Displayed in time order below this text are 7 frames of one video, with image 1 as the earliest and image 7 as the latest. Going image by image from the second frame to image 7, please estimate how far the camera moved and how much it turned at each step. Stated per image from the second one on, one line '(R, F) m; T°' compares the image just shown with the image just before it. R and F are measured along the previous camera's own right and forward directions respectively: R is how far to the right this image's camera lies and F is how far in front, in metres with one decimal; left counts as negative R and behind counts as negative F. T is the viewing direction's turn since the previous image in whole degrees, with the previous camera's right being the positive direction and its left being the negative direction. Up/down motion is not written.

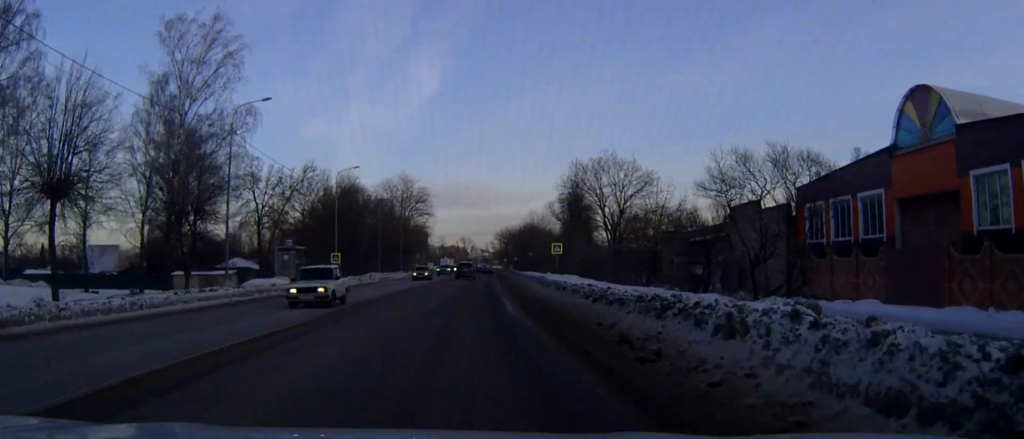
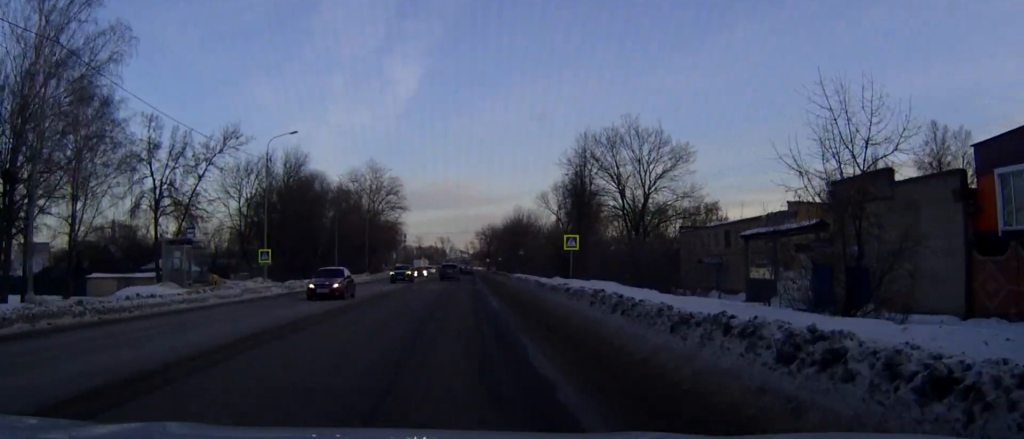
(+0.4, +19.4) m; +2°
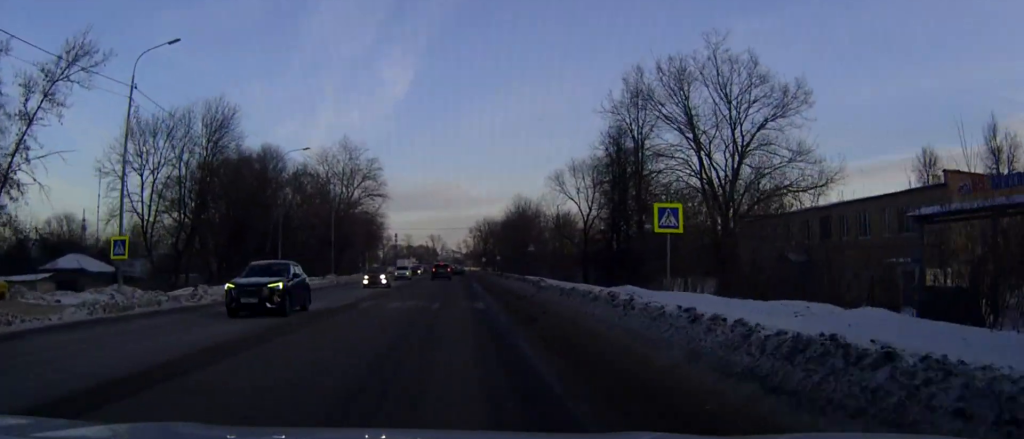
(+0.1, +22.5) m; 0°
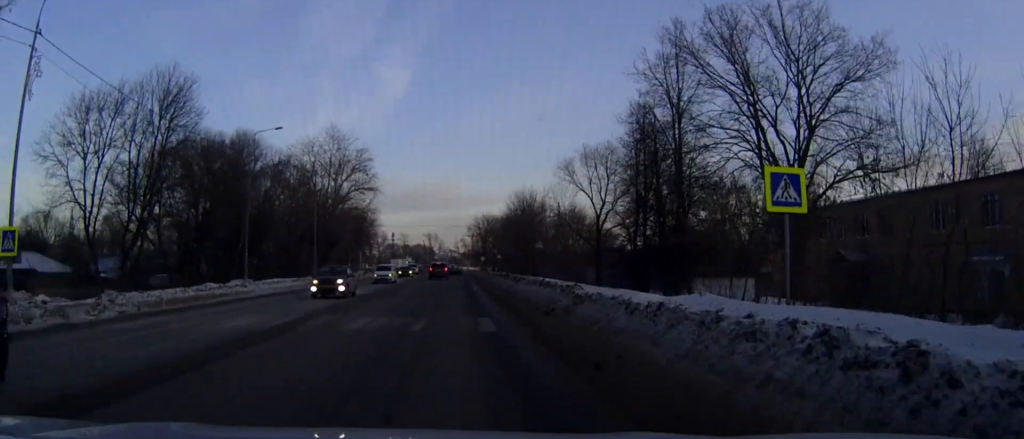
(0.0, +8.8) m; 0°
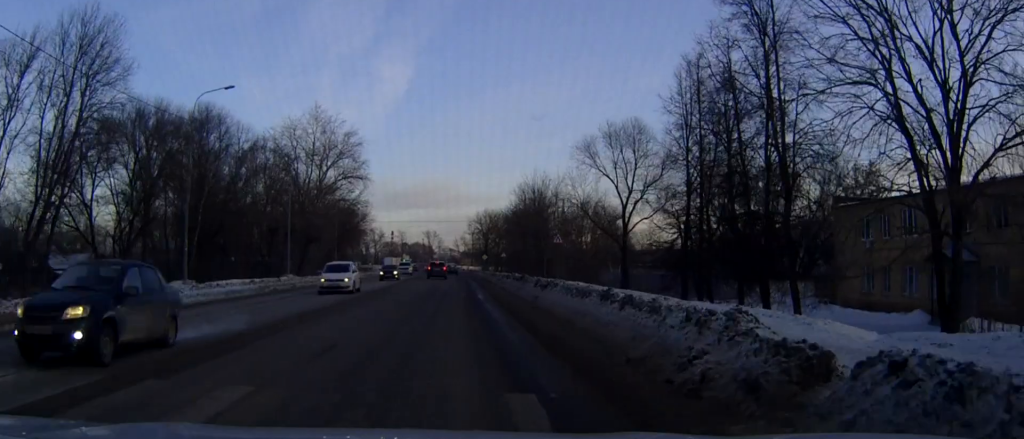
(0.0, +11.8) m; 0°
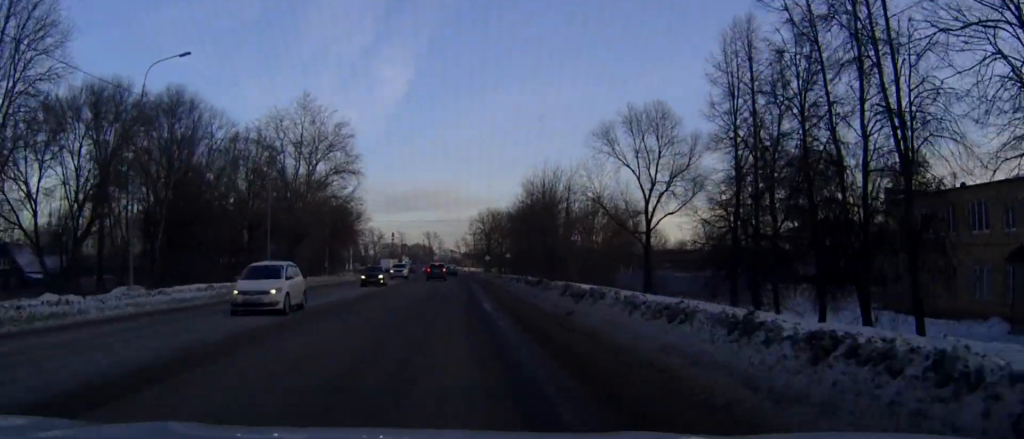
(0.0, +7.3) m; 0°
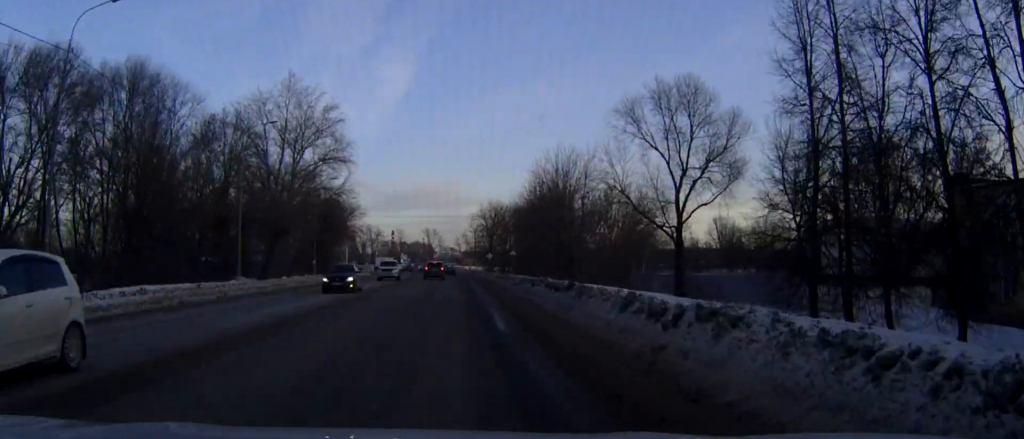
(0.0, +7.8) m; 0°
